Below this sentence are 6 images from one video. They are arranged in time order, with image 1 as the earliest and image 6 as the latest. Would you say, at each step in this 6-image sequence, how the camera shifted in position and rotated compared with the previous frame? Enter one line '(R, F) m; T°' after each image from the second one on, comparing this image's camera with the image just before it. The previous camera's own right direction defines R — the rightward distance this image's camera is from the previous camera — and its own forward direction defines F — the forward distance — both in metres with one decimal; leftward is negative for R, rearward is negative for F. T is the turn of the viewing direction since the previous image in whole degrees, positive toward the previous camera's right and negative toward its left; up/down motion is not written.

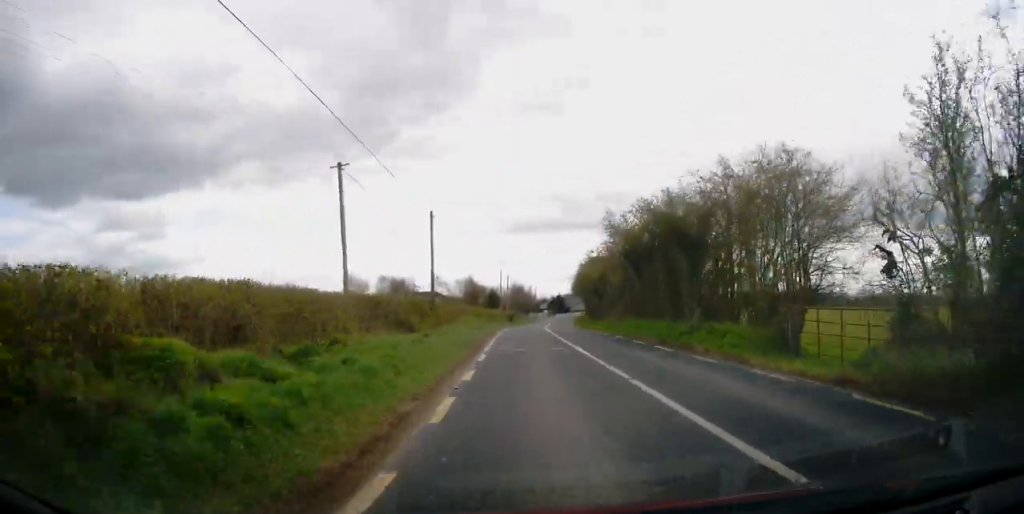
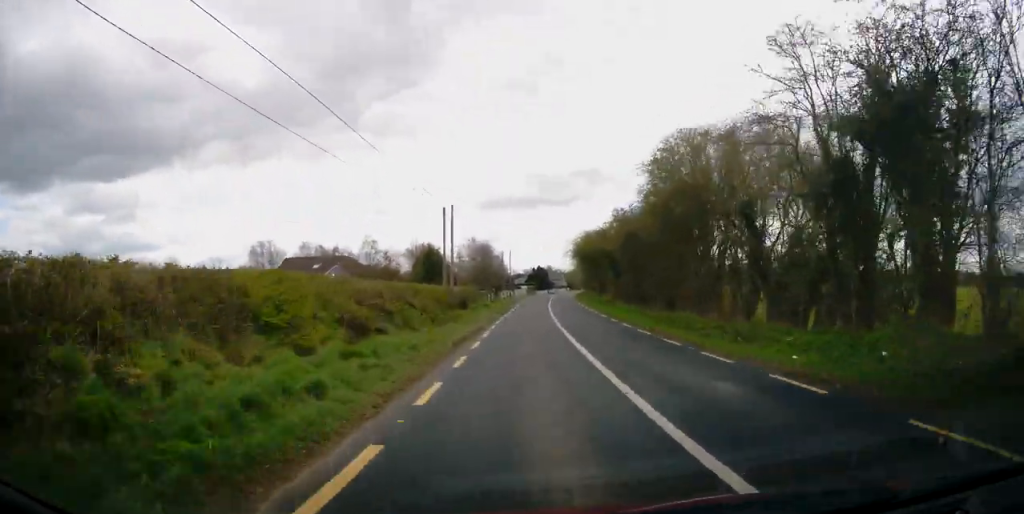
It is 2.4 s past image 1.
(-0.7, +46.7) m; 0°
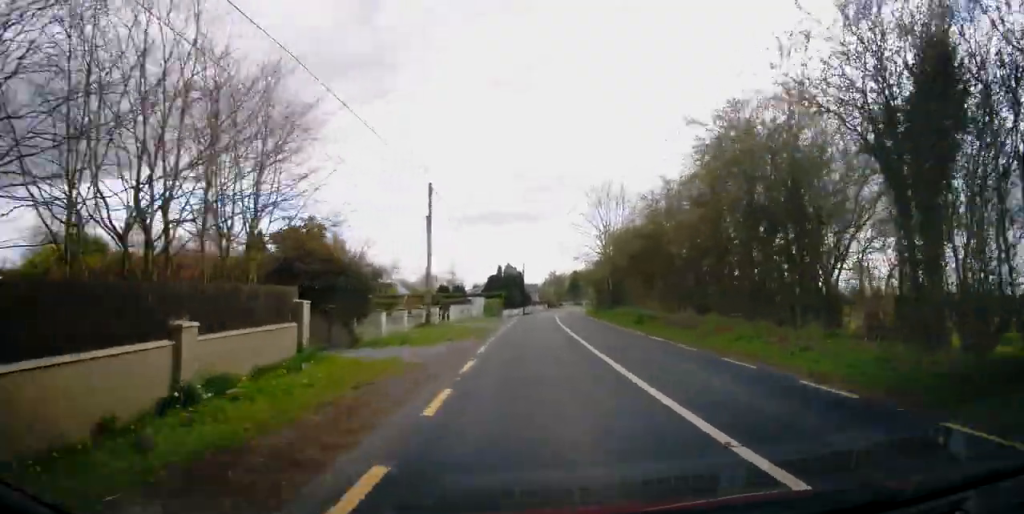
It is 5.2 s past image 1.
(+1.7, +56.5) m; +4°
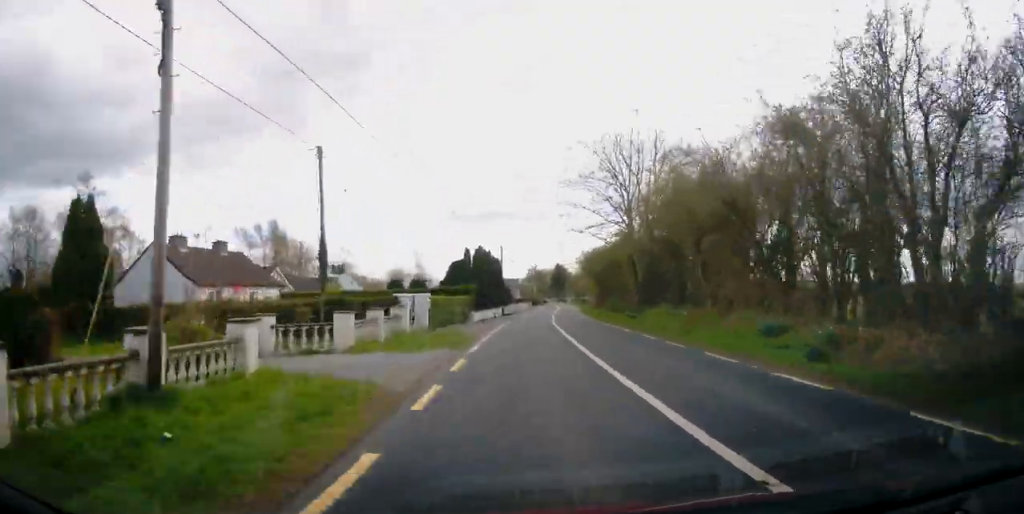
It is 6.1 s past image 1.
(+0.3, +19.9) m; +1°
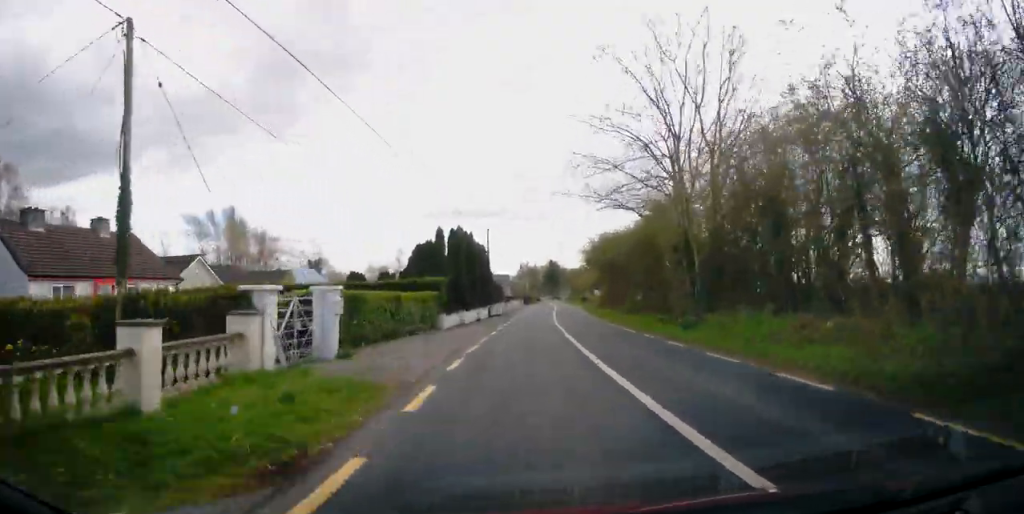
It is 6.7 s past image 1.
(+0.1, +12.4) m; +1°
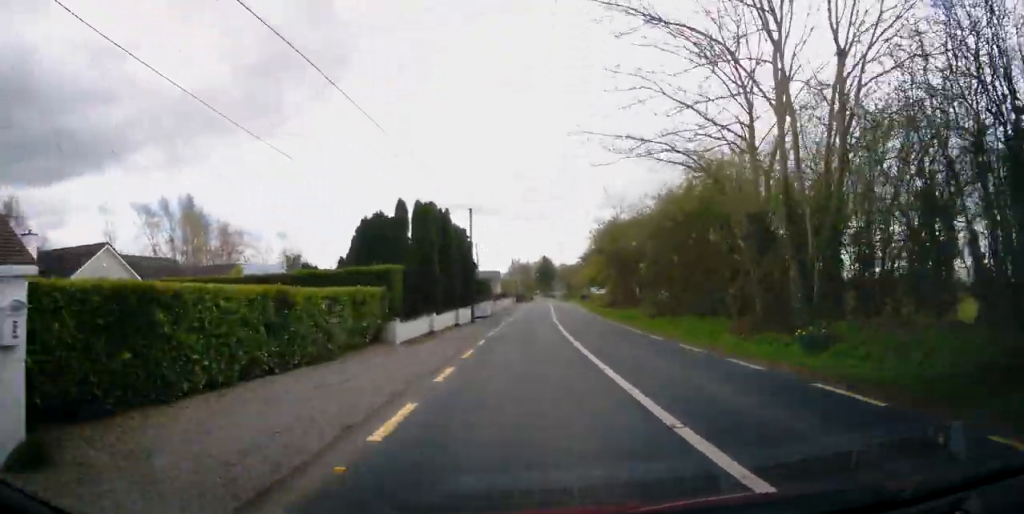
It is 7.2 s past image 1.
(-0.1, +9.6) m; +1°
